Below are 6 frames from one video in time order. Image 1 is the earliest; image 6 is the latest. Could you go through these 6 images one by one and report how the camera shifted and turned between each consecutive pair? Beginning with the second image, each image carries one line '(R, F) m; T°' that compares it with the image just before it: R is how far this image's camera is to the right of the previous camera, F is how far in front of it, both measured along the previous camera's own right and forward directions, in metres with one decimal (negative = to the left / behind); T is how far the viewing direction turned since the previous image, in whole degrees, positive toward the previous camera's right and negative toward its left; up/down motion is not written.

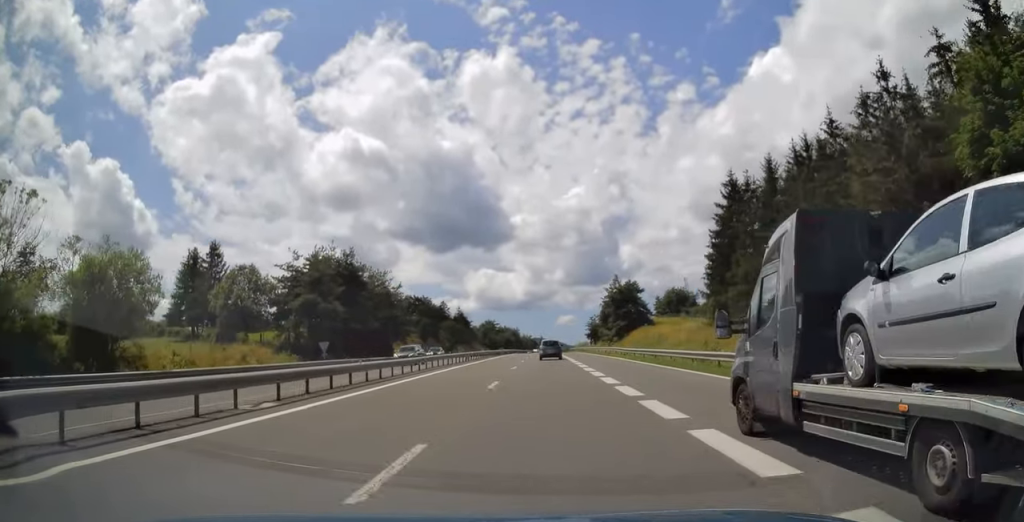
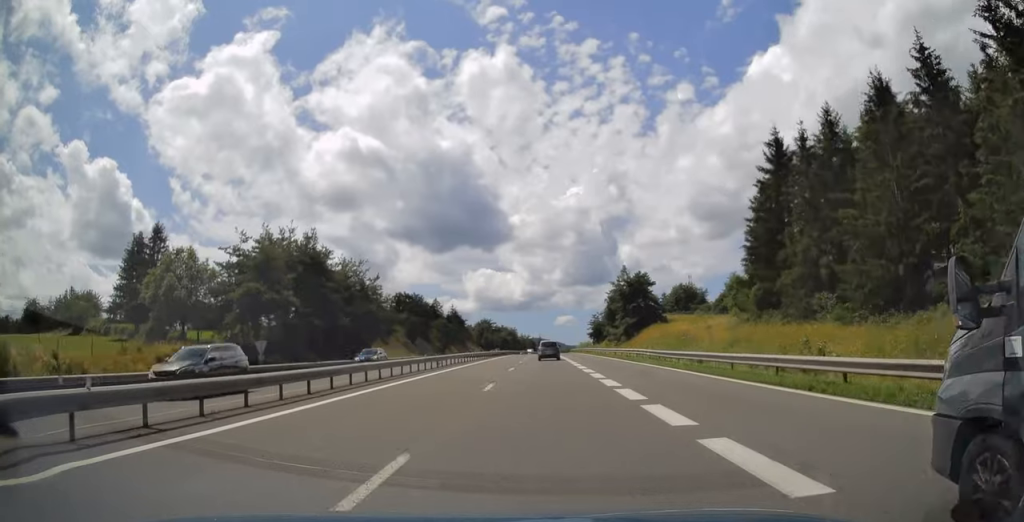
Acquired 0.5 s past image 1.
(+0.2, +13.8) m; 0°
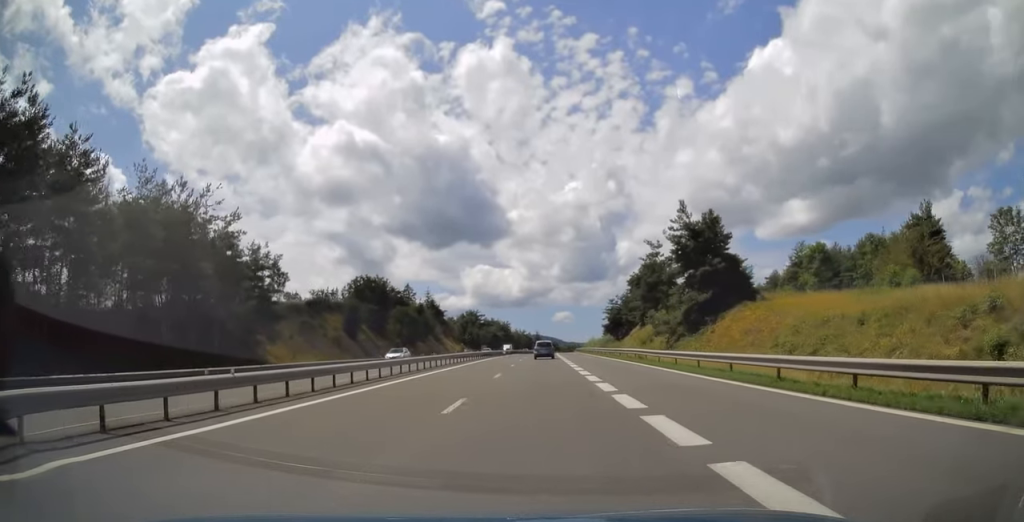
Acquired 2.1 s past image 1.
(-0.1, +45.1) m; -1°
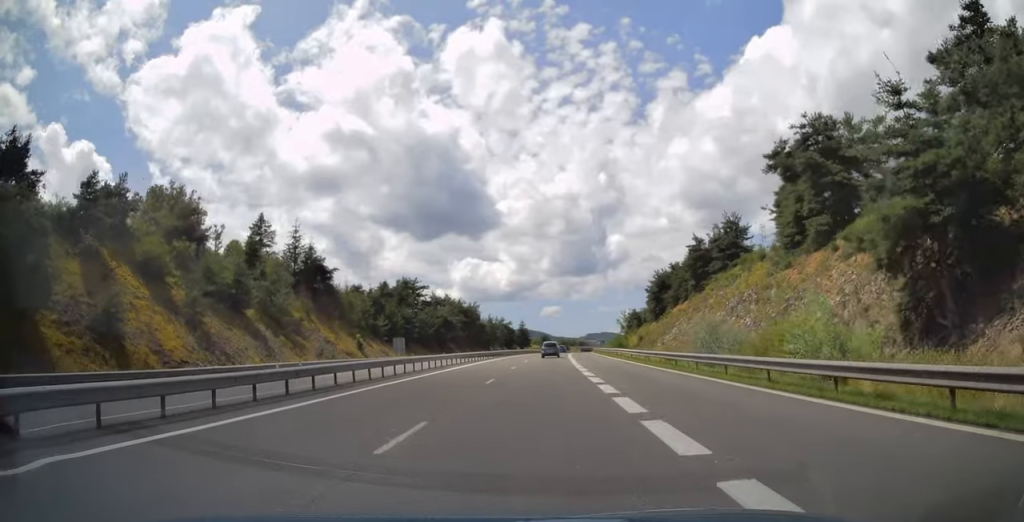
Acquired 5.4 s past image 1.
(+1.0, +95.2) m; +1°
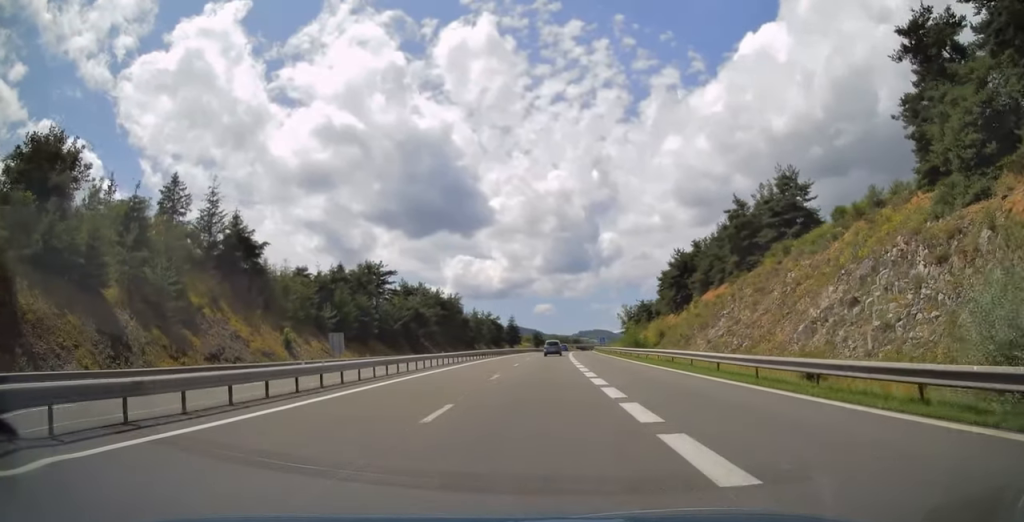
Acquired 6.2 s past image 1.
(0.0, +22.9) m; 0°
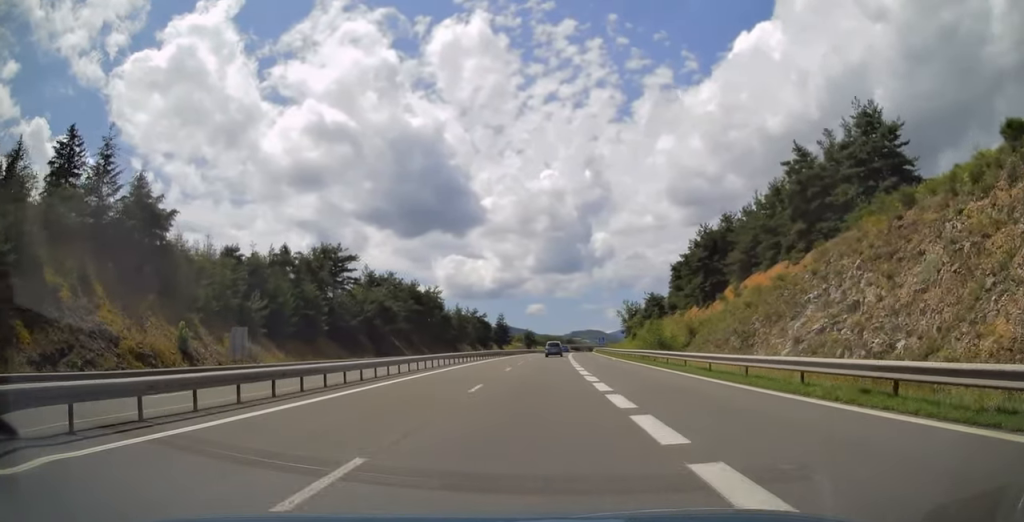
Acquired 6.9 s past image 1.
(0.0, +19.2) m; +1°
